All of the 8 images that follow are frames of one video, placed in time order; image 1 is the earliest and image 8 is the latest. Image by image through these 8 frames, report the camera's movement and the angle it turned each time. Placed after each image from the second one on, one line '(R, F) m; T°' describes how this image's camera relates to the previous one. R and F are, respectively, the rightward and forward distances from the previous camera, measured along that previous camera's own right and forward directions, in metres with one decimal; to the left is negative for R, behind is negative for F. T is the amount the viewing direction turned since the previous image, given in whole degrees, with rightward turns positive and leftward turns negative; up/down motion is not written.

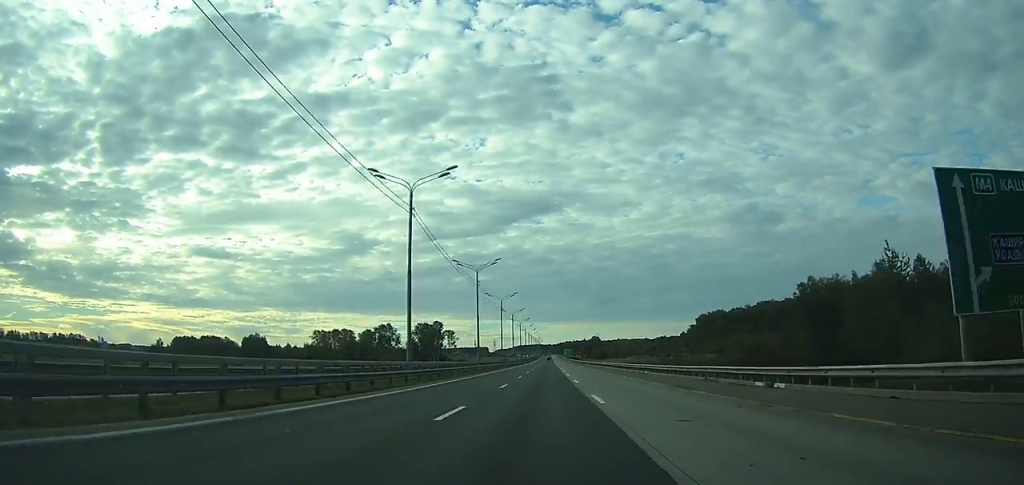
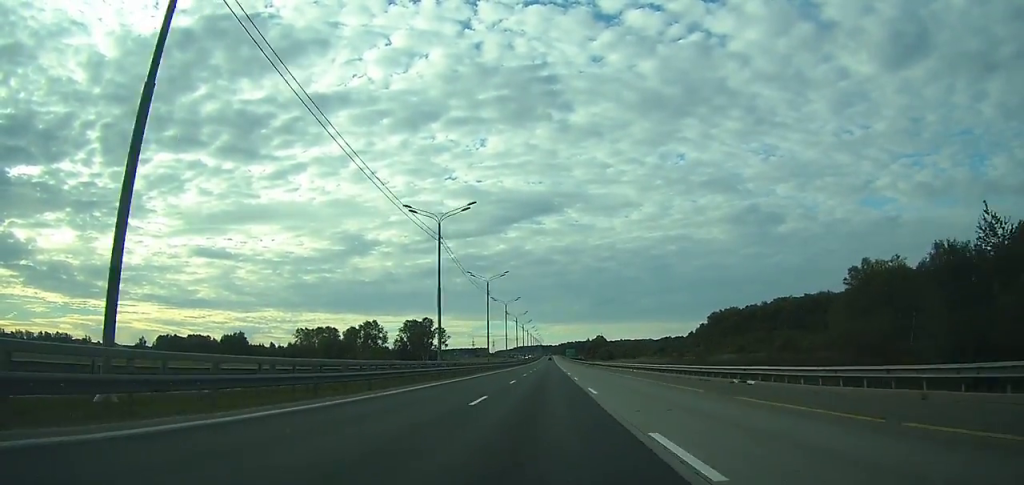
(0.0, +28.5) m; 0°
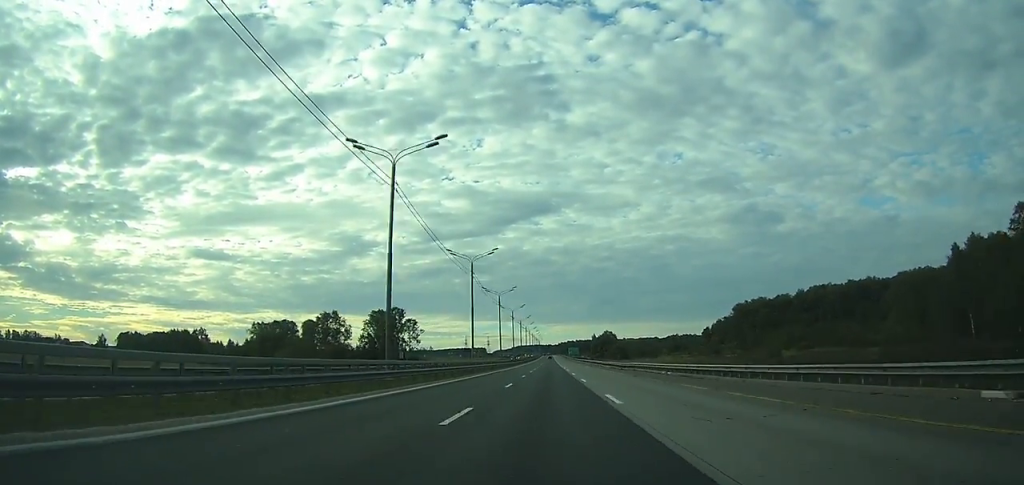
(0.0, +53.4) m; 0°
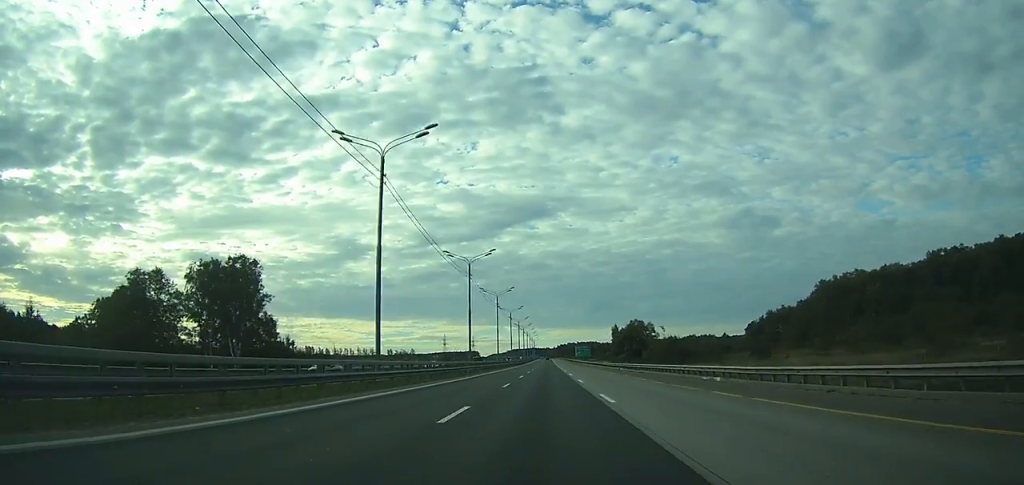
(+0.1, +107.2) m; 0°
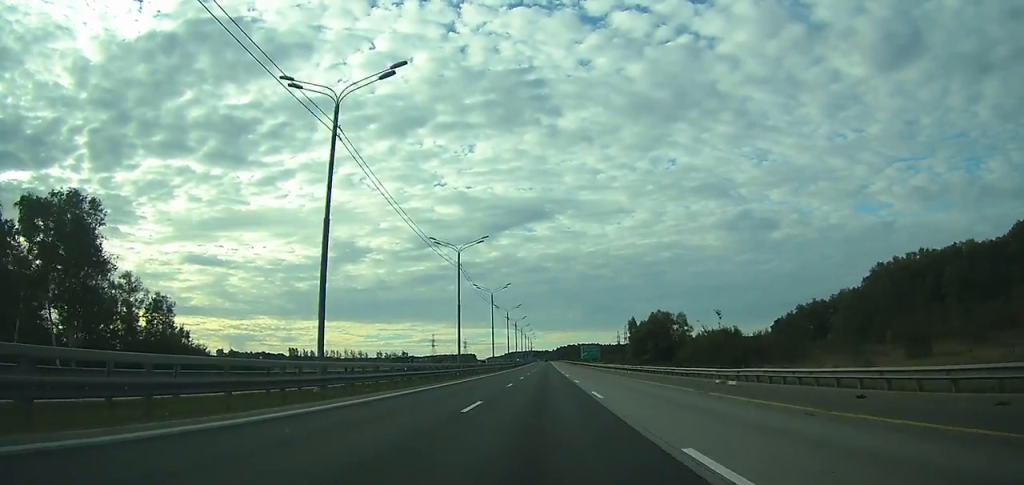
(+0.1, +45.9) m; 0°
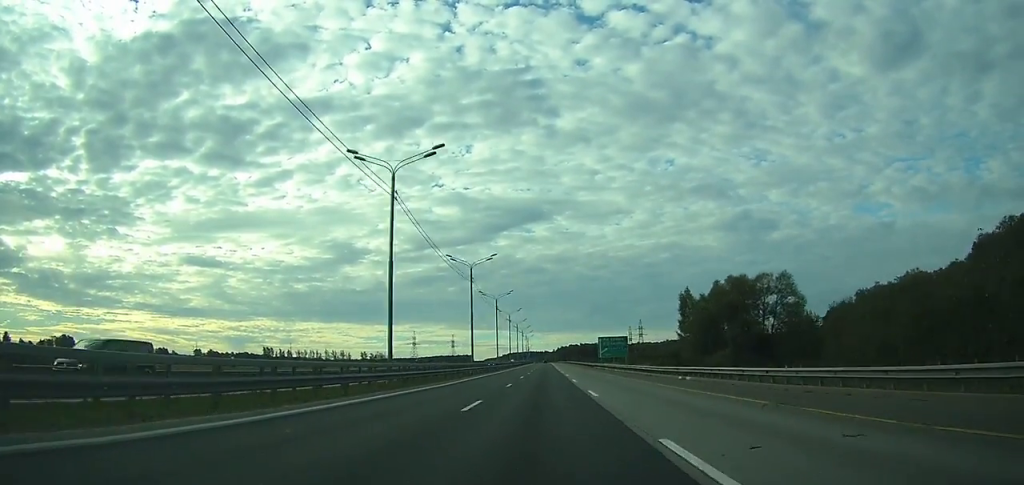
(+0.1, +63.4) m; 0°
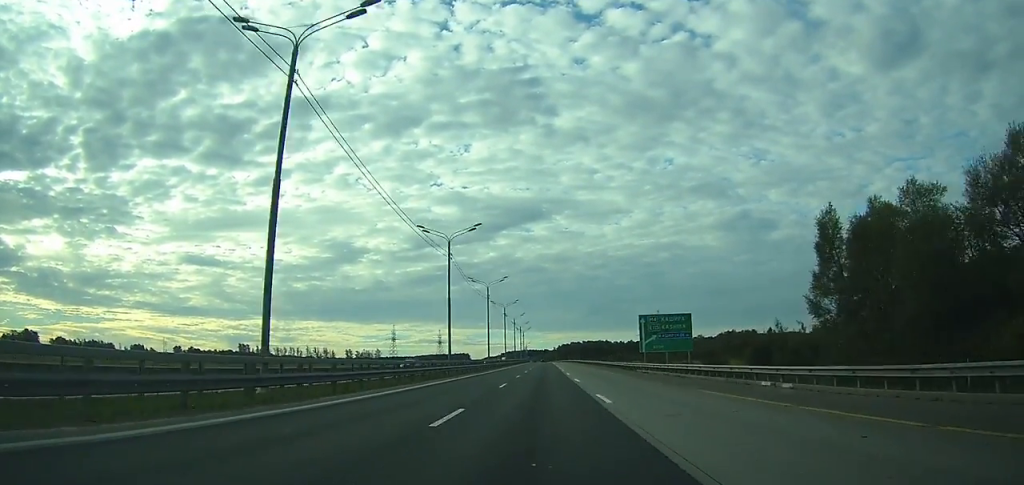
(0.0, +49.2) m; 0°
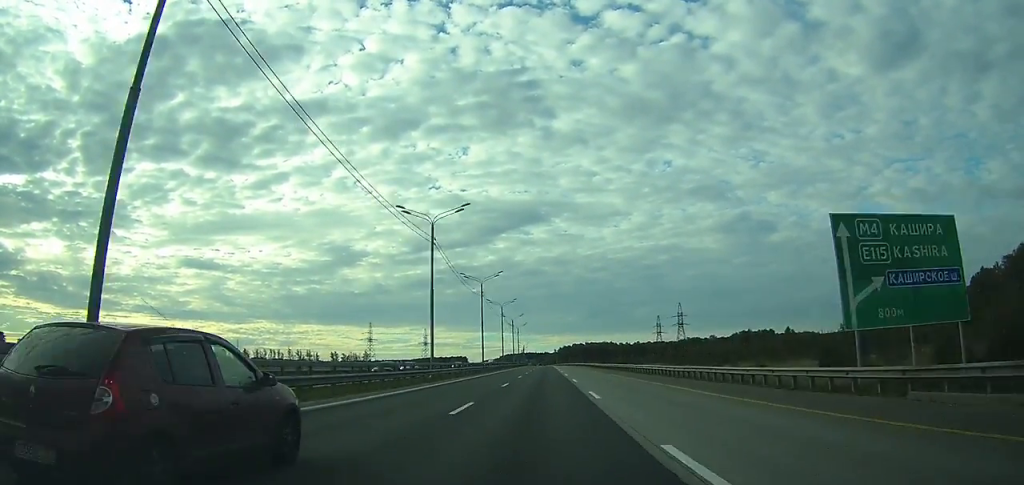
(0.0, +40.4) m; 0°
